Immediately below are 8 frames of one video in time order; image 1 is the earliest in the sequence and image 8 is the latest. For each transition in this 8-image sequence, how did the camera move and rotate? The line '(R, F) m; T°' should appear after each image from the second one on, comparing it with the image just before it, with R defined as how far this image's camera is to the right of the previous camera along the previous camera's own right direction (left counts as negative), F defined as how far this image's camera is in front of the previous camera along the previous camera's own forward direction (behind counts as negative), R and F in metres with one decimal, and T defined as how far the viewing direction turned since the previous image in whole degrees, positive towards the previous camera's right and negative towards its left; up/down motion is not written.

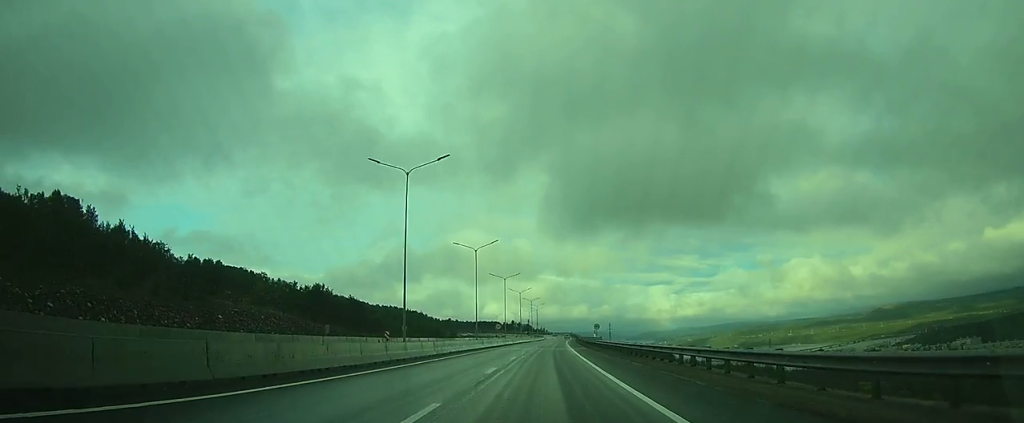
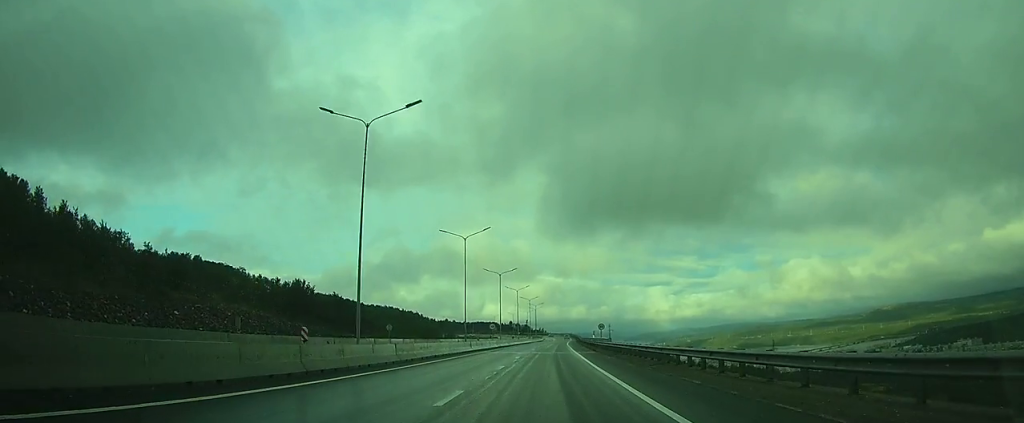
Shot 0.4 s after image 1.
(+0.2, +9.1) m; 0°
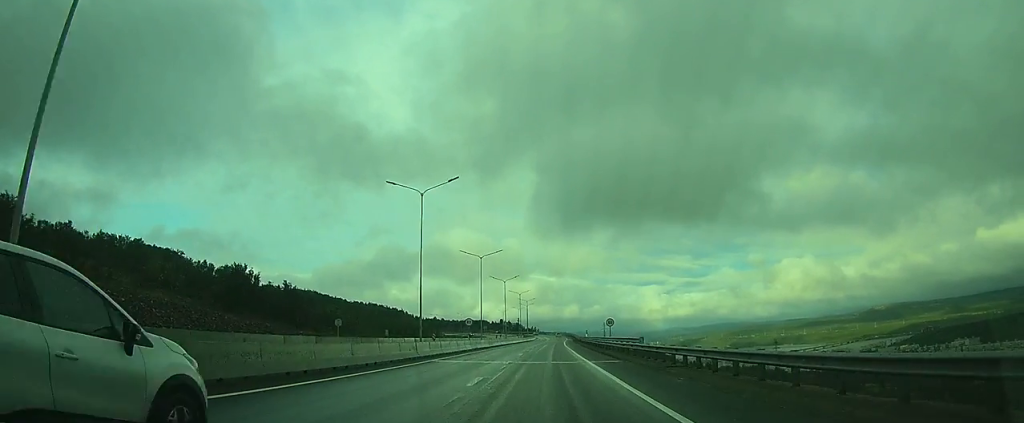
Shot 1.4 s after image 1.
(+0.3, +19.6) m; +1°
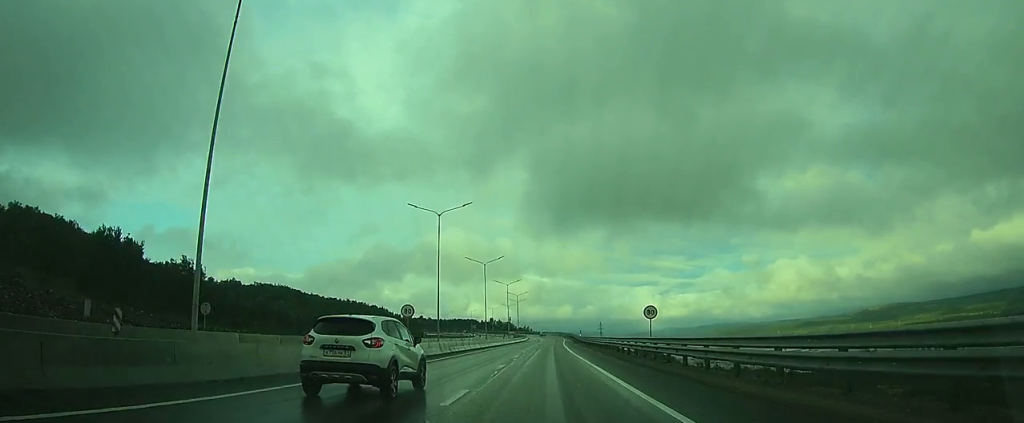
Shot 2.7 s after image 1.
(+0.2, +28.0) m; +1°
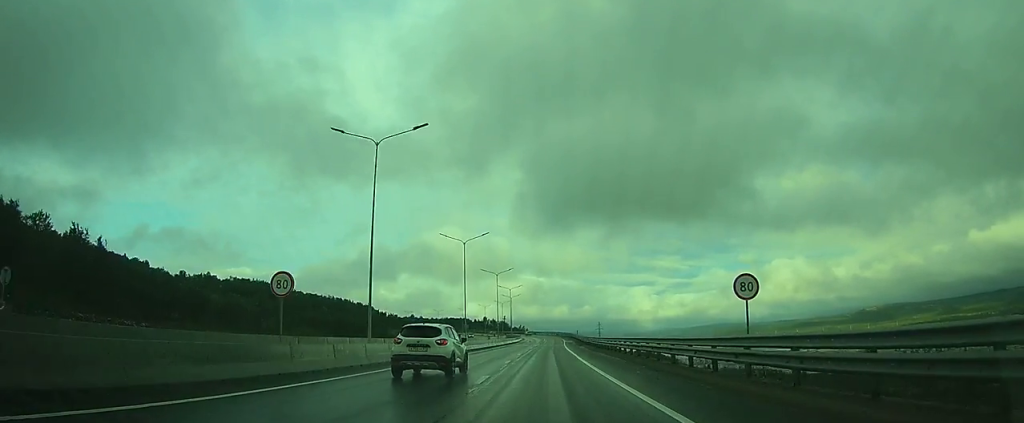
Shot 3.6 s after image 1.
(+0.2, +18.8) m; +1°
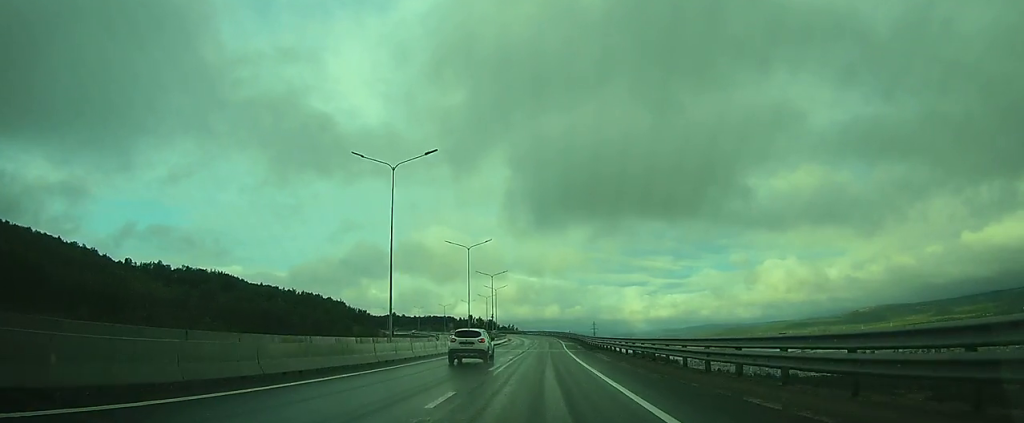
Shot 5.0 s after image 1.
(+0.3, +29.3) m; +2°
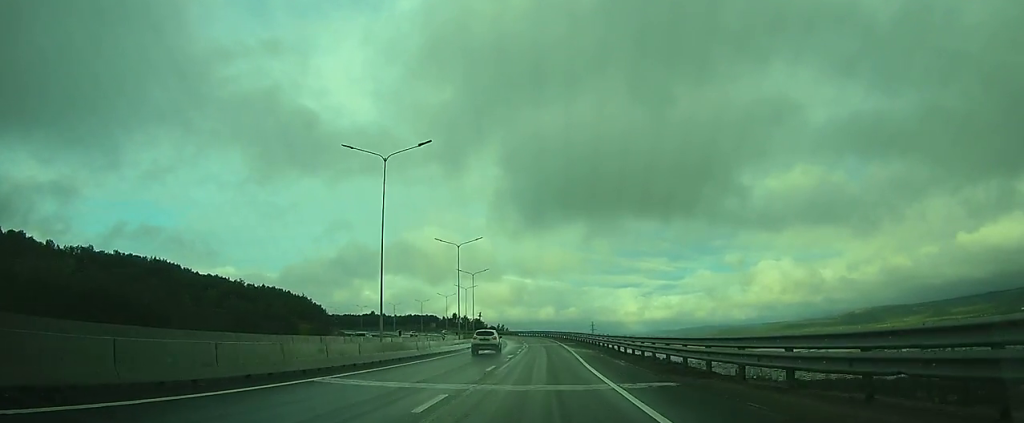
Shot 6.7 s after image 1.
(+0.5, +36.2) m; +1°
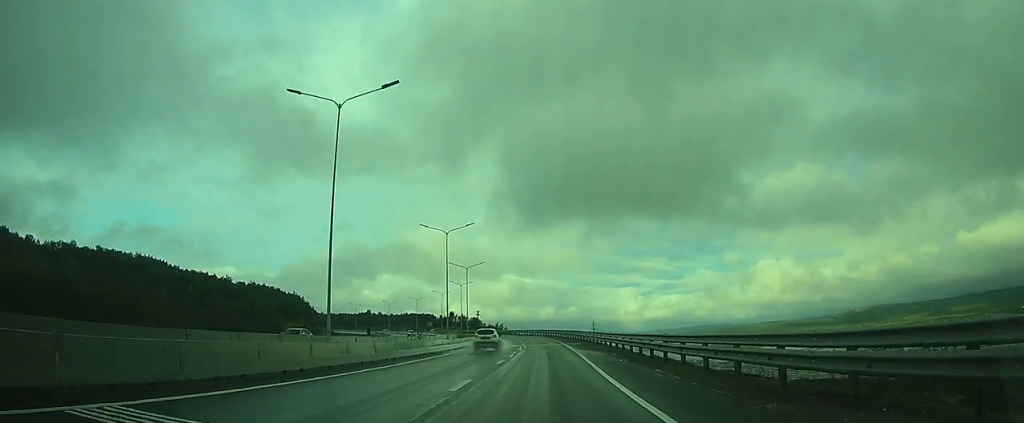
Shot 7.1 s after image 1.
(0.0, +8.4) m; 0°
